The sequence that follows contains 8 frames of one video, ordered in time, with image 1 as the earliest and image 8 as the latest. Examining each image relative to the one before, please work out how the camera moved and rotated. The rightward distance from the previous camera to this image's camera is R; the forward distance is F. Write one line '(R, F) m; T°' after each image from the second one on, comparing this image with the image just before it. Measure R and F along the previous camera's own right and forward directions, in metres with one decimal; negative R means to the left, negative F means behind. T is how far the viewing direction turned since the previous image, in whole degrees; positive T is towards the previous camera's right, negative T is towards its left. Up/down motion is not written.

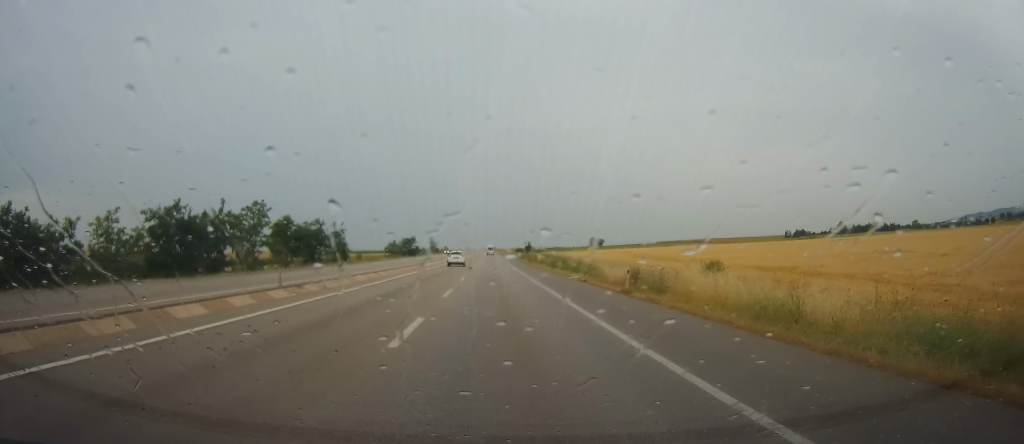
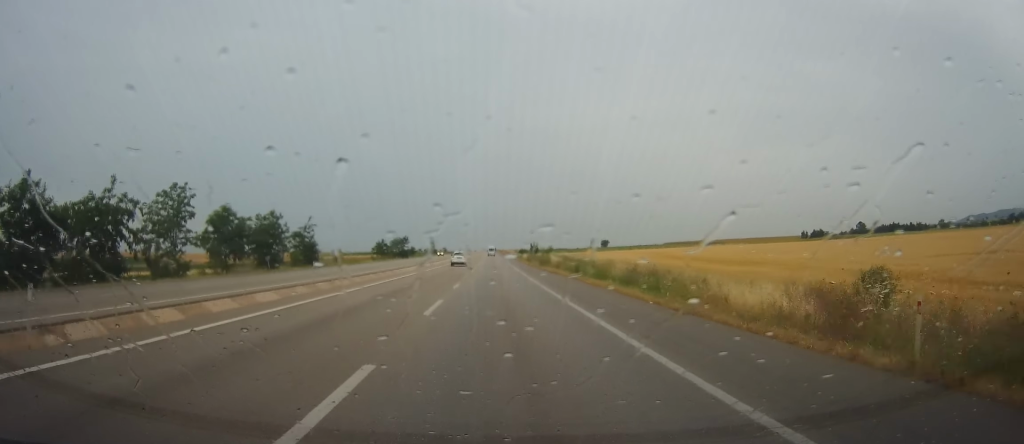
(0.0, +17.4) m; -1°
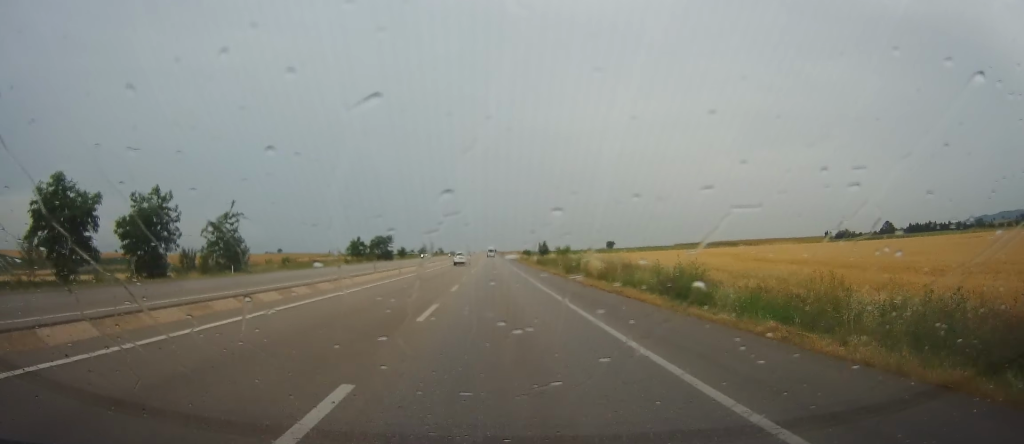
(-0.3, +24.2) m; 0°
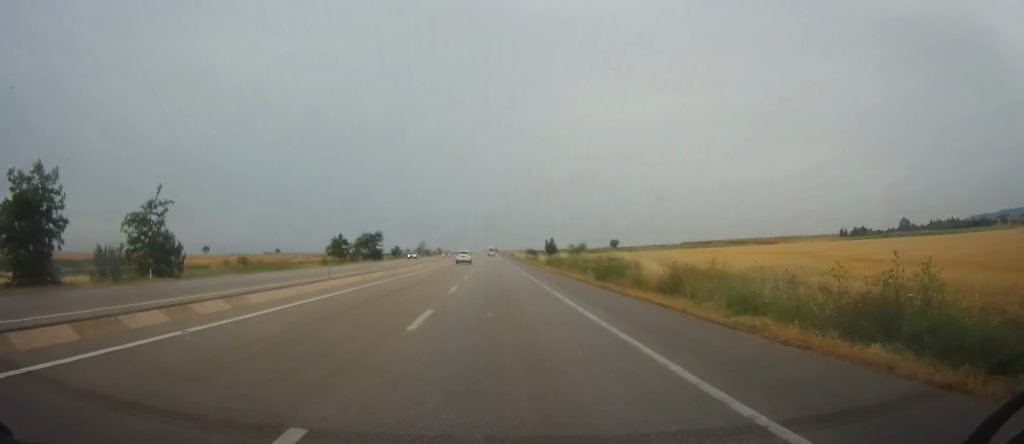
(+0.1, +13.8) m; 0°
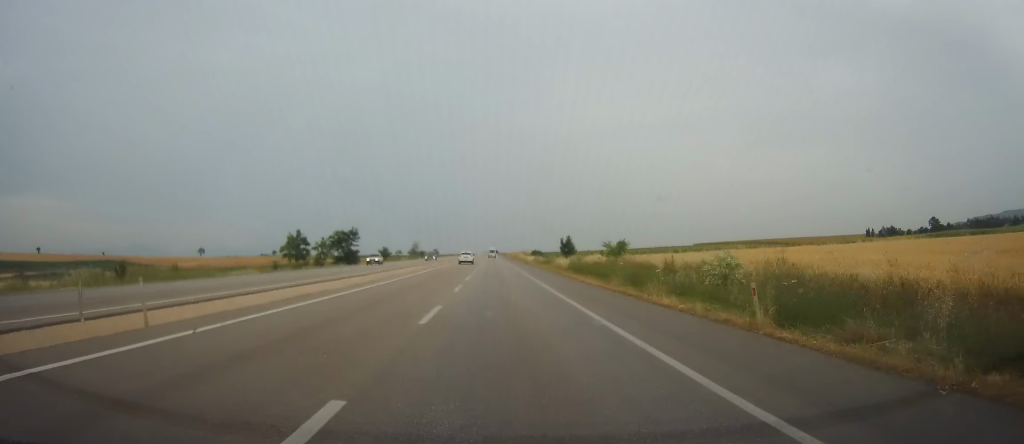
(+0.3, +21.9) m; 0°
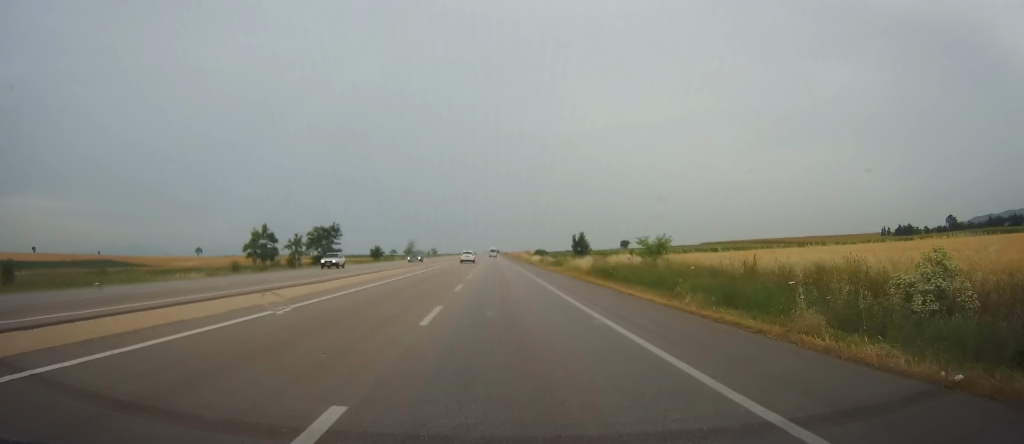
(-0.3, +11.3) m; 0°
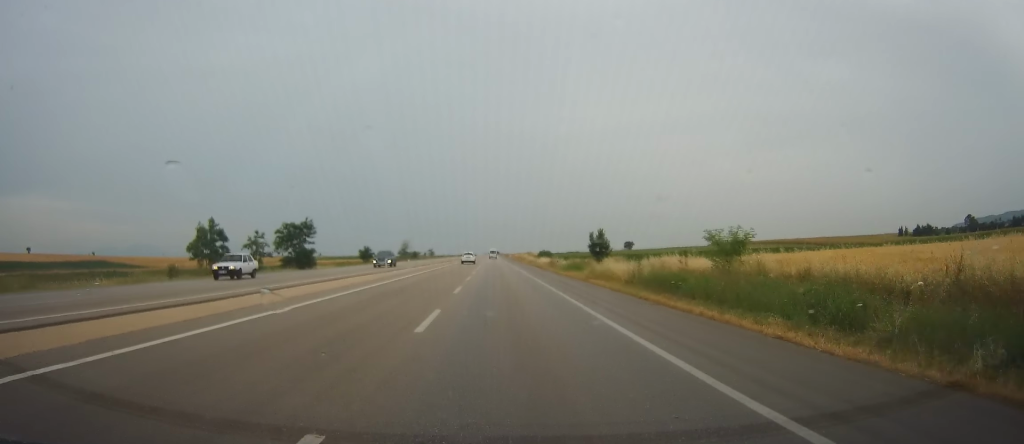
(-0.1, +12.6) m; 0°
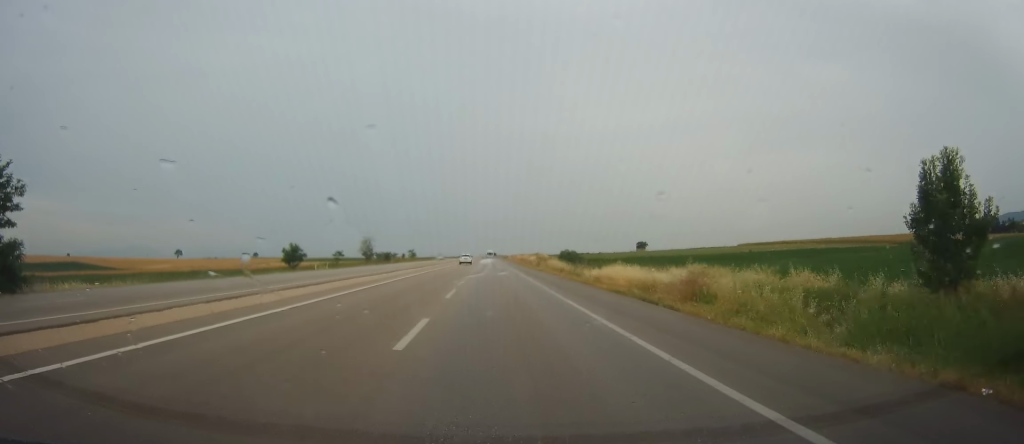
(+1.1, +48.1) m; +1°
